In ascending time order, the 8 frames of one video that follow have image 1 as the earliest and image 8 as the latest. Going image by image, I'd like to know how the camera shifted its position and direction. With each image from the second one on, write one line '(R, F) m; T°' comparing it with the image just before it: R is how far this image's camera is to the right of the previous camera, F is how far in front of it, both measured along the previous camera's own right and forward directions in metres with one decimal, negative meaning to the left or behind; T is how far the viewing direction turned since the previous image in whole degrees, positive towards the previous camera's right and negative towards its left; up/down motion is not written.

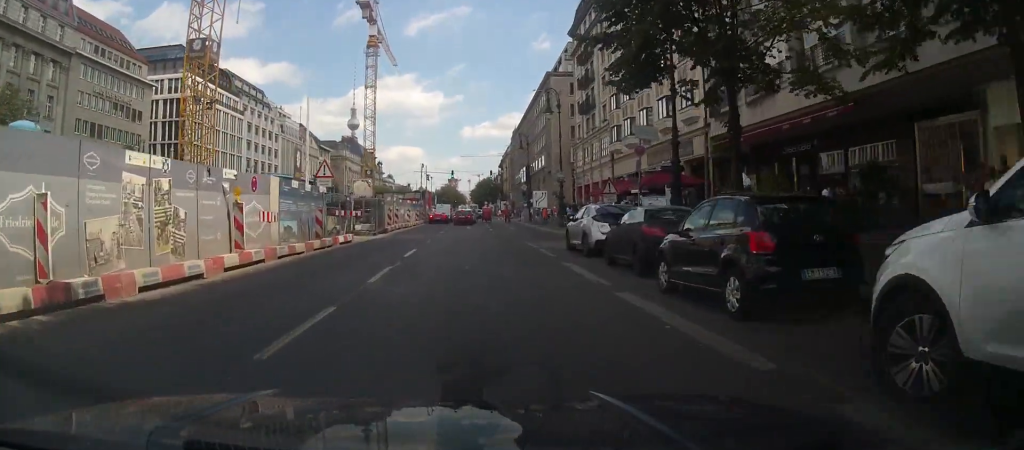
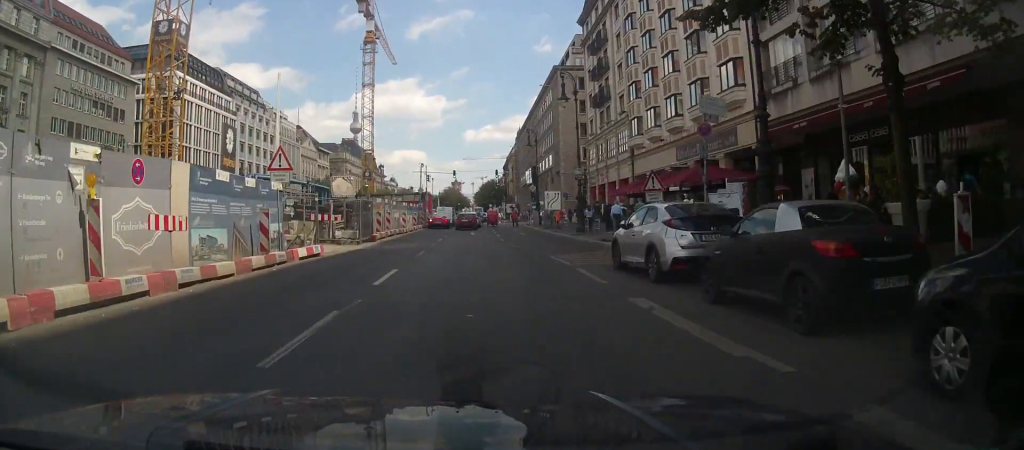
(0.0, +5.9) m; 0°
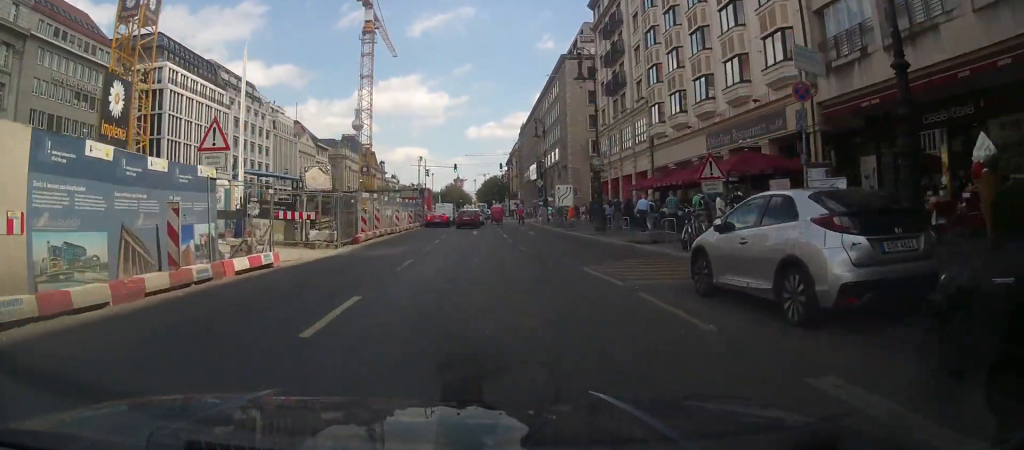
(-0.3, +4.9) m; 0°
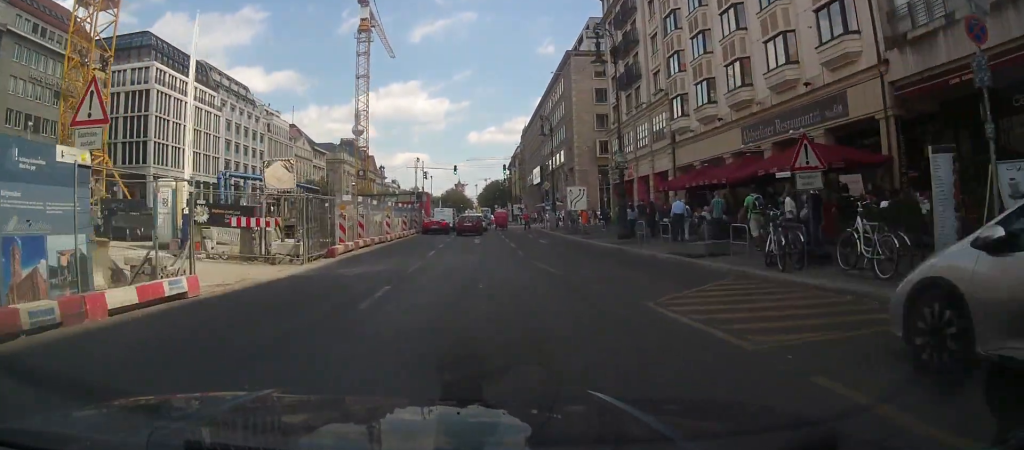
(+0.2, +4.7) m; +2°
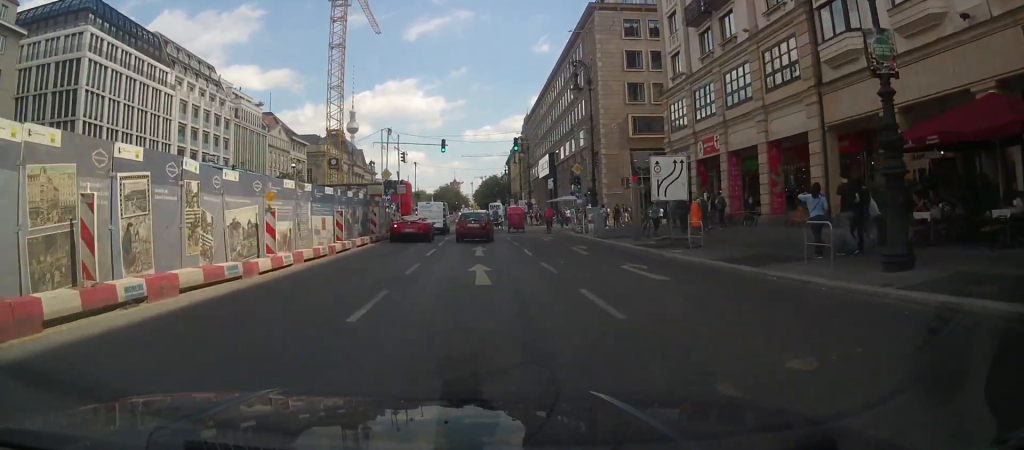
(-0.3, +18.9) m; -2°
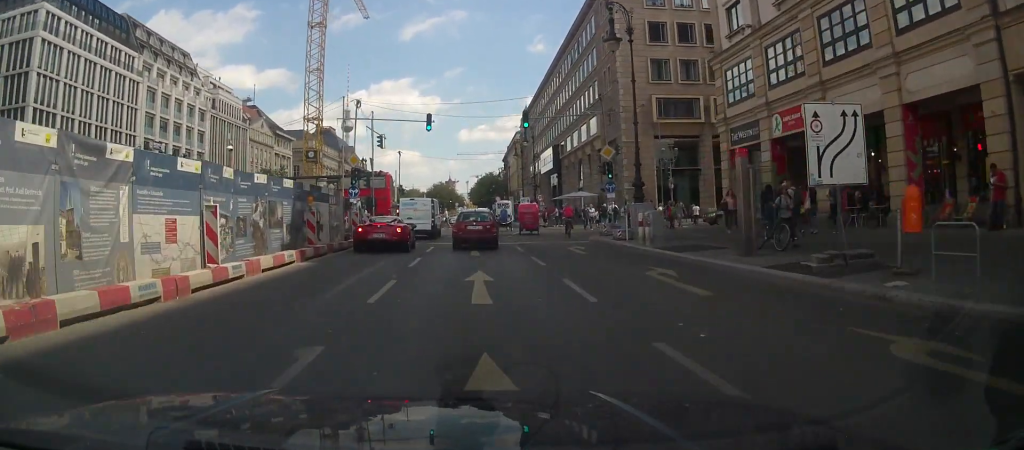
(+0.4, +10.1) m; 0°
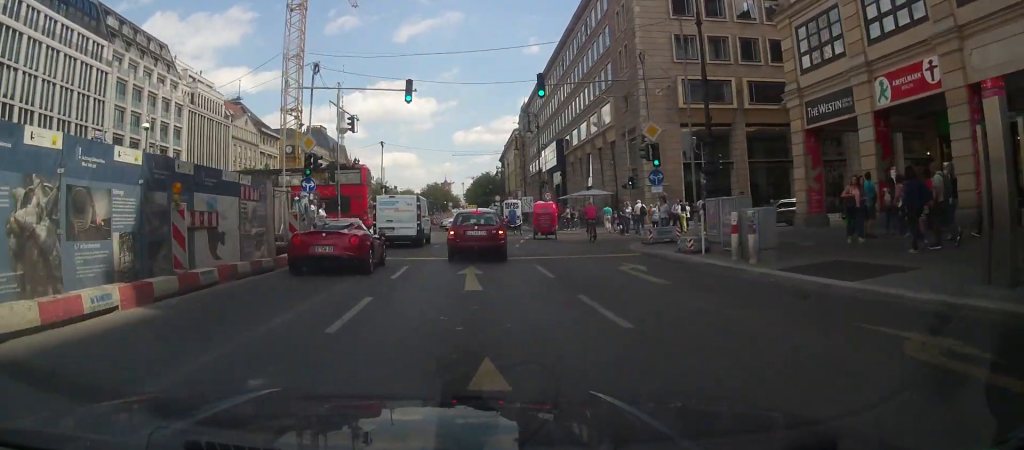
(-0.4, +7.7) m; -2°
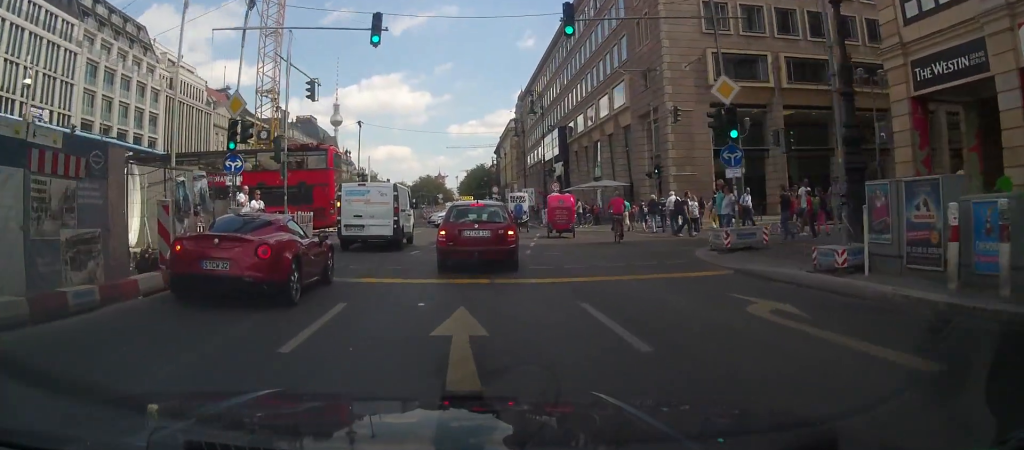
(+0.1, +6.7) m; +1°
